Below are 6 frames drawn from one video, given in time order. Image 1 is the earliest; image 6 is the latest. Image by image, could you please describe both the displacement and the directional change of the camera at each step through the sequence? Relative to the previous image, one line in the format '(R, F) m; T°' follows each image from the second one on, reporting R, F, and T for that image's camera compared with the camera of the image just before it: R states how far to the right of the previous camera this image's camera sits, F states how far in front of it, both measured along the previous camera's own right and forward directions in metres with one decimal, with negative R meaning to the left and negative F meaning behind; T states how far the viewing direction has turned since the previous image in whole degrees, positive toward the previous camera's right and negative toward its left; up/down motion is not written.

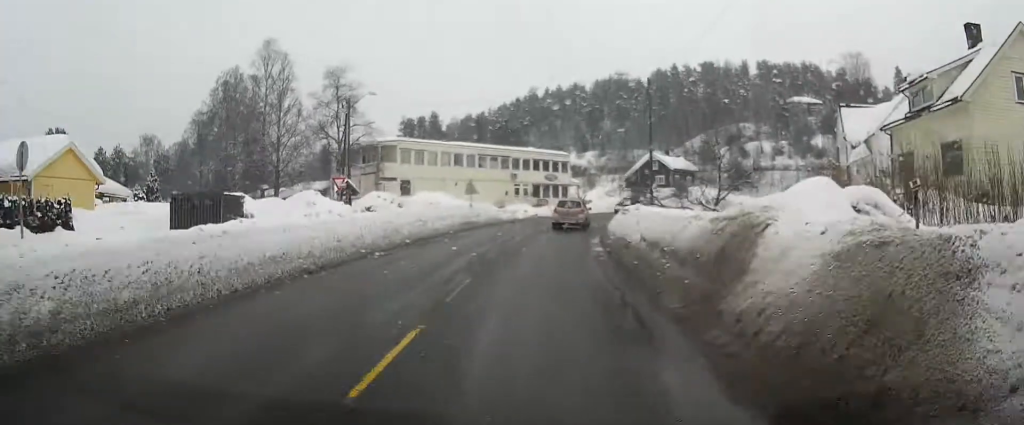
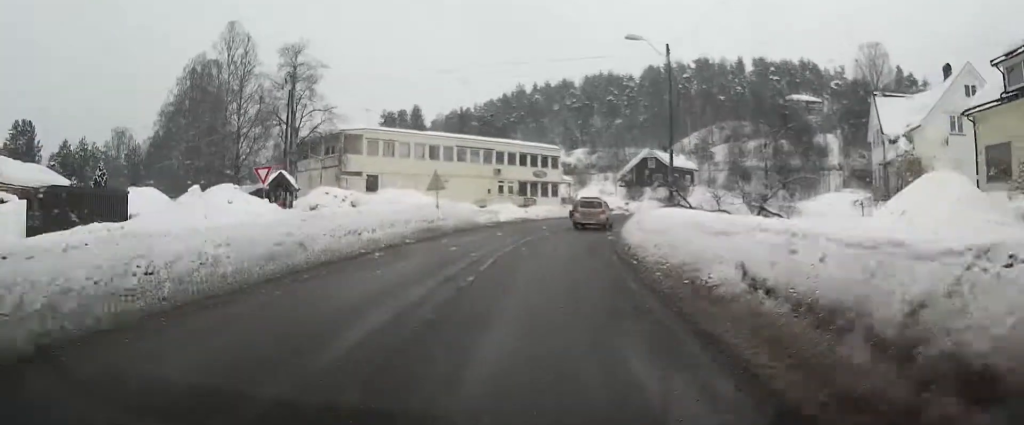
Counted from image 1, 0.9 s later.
(0.0, +8.1) m; 0°
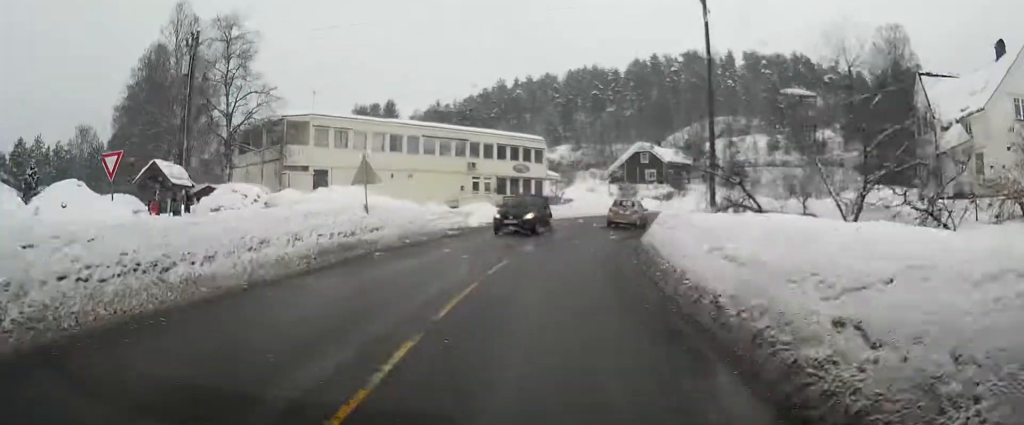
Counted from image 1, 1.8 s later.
(0.0, +9.0) m; 0°
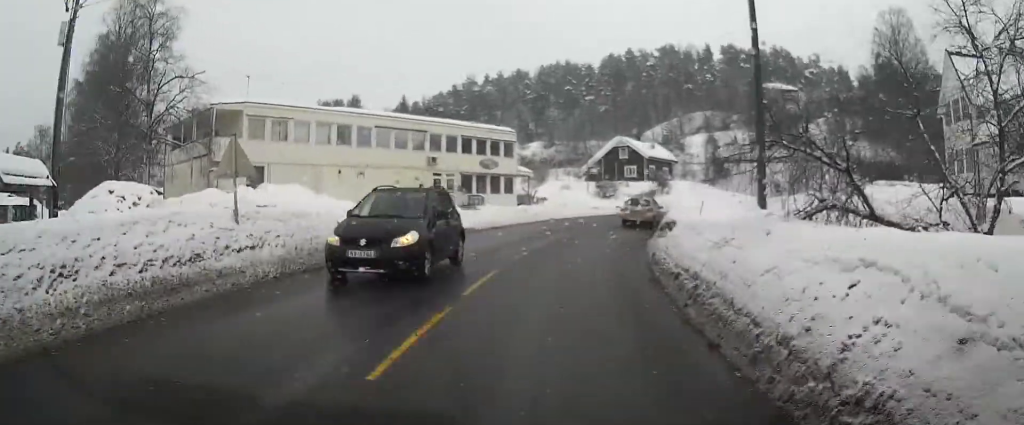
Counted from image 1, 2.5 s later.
(0.0, +6.6) m; +2°
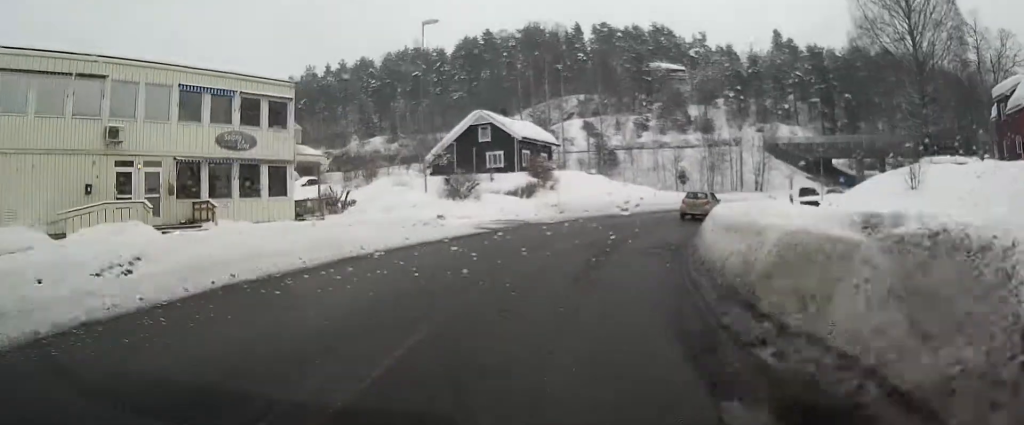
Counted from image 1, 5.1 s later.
(+2.9, +24.7) m; +13°
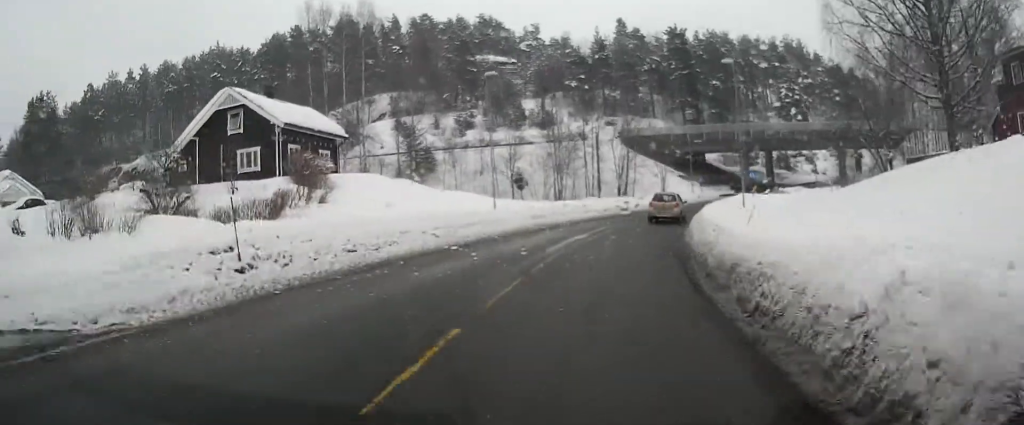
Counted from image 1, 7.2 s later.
(+2.2, +19.7) m; +16°
